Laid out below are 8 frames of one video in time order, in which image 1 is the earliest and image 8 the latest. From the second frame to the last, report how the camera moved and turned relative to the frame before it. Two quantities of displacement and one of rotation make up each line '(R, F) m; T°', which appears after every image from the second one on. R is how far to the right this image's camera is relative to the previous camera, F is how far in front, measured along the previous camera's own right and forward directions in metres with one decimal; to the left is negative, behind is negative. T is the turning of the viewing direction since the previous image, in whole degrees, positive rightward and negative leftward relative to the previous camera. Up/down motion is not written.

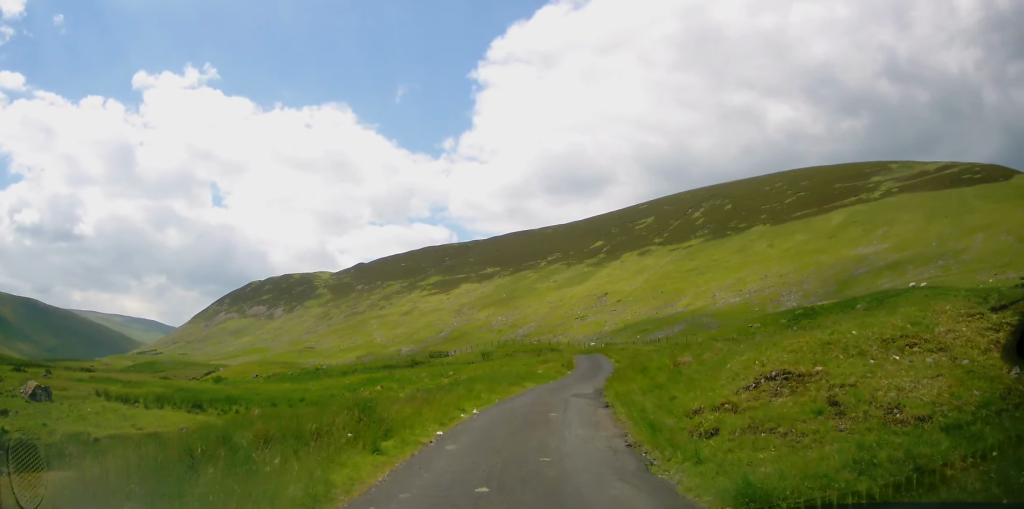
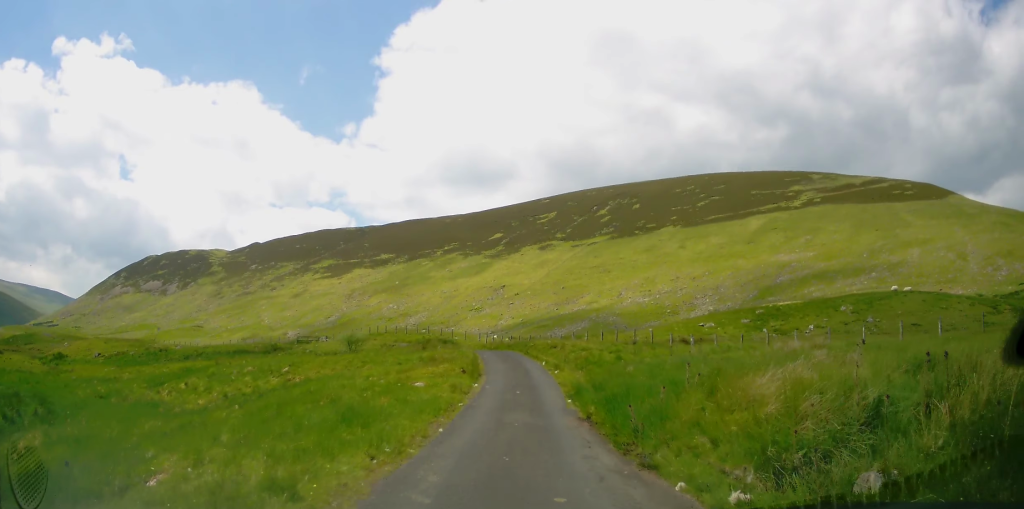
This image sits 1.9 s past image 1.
(+1.0, +17.2) m; +7°
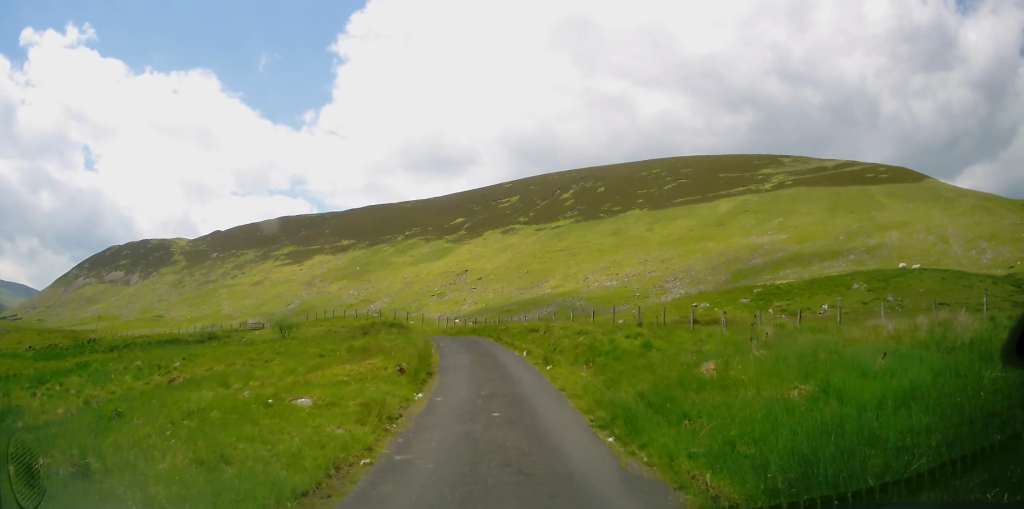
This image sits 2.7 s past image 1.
(0.0, +7.8) m; +3°
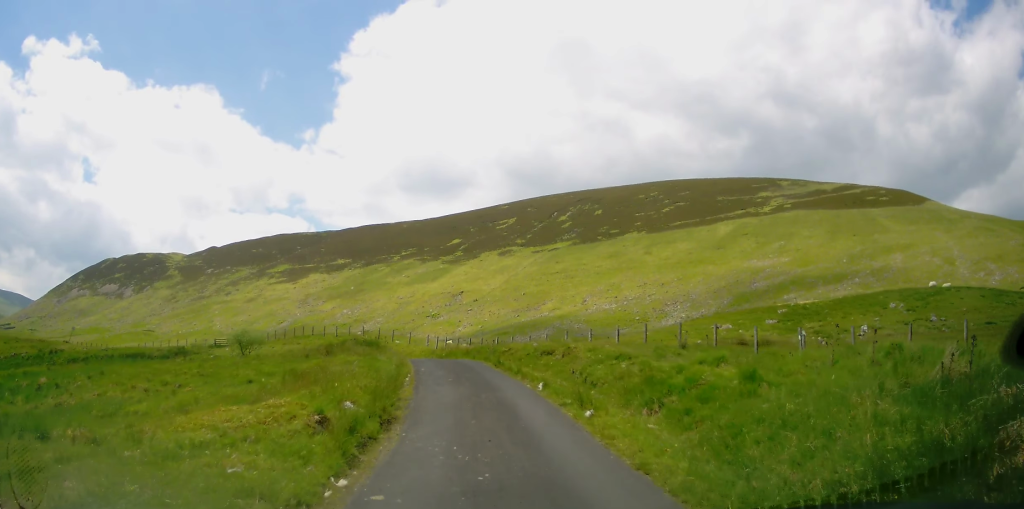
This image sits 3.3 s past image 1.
(+0.2, +5.8) m; +1°
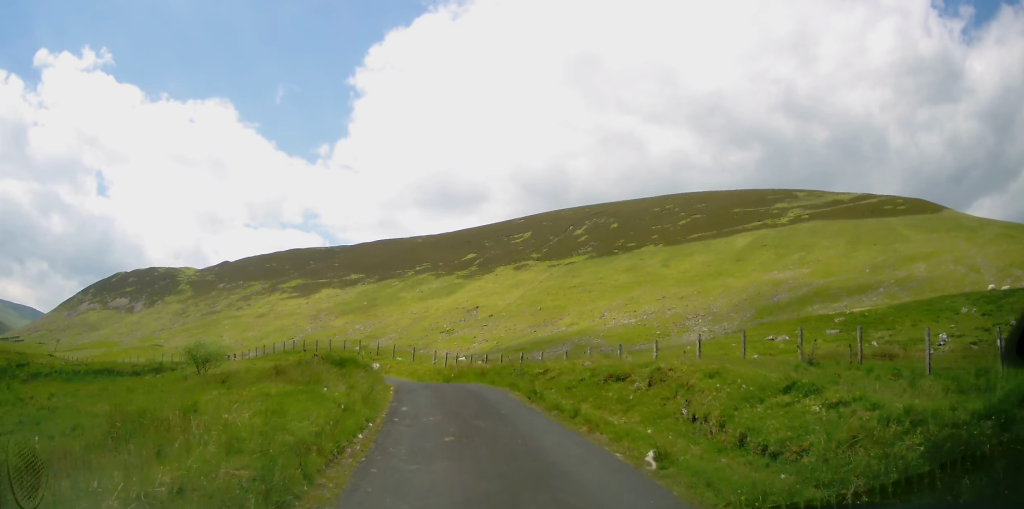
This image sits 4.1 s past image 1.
(+0.2, +7.1) m; -1°
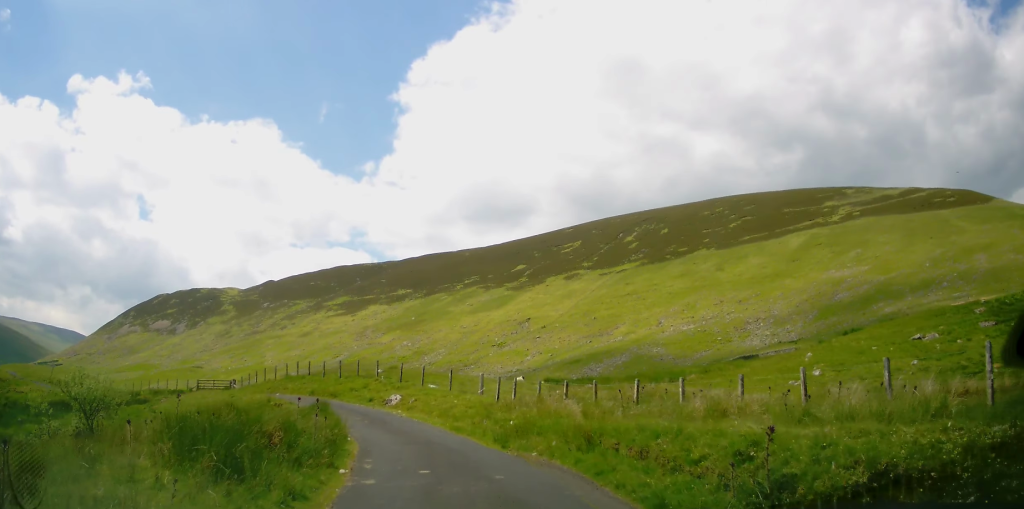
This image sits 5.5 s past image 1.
(-0.5, +11.7) m; -3°
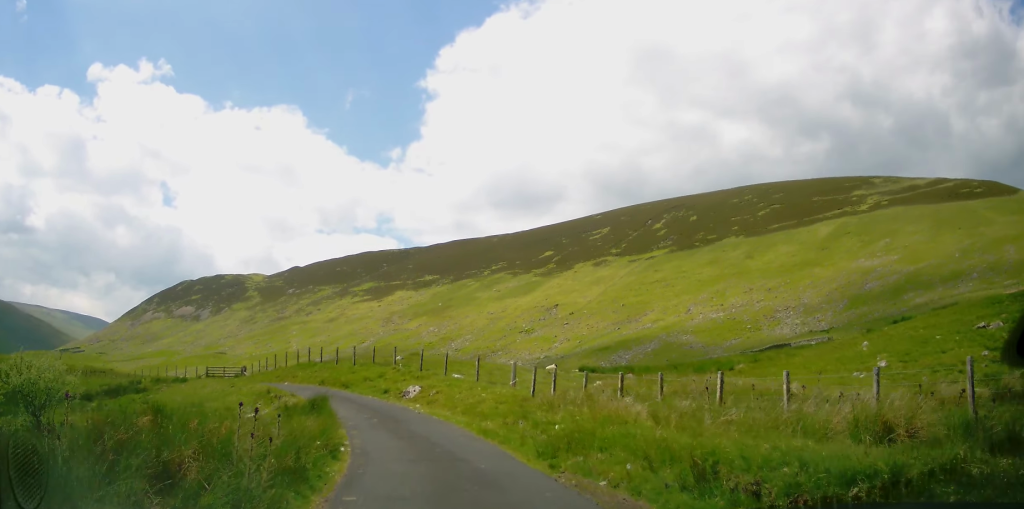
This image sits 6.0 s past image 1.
(0.0, +3.5) m; -1°
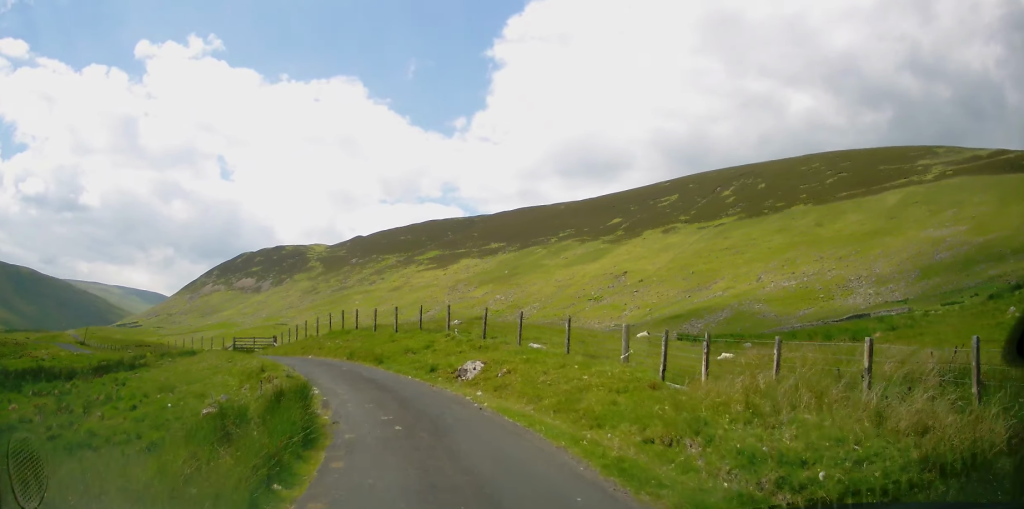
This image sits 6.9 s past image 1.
(0.0, +7.3) m; -8°
